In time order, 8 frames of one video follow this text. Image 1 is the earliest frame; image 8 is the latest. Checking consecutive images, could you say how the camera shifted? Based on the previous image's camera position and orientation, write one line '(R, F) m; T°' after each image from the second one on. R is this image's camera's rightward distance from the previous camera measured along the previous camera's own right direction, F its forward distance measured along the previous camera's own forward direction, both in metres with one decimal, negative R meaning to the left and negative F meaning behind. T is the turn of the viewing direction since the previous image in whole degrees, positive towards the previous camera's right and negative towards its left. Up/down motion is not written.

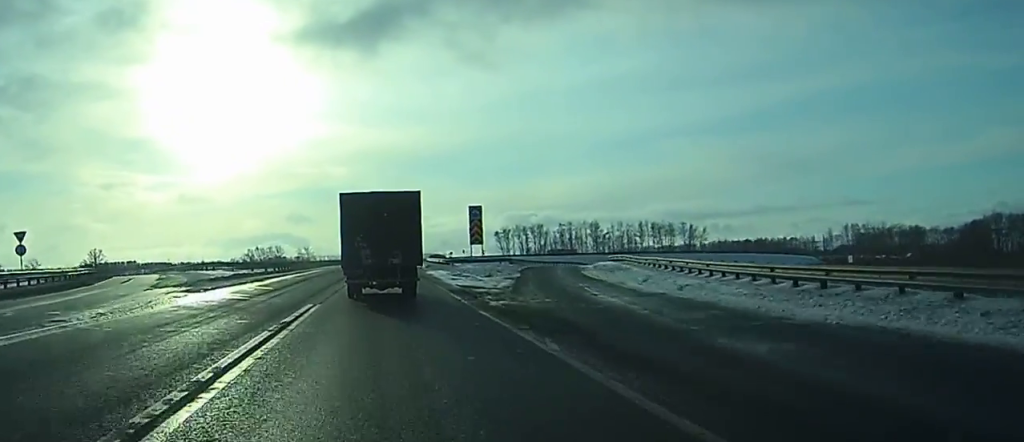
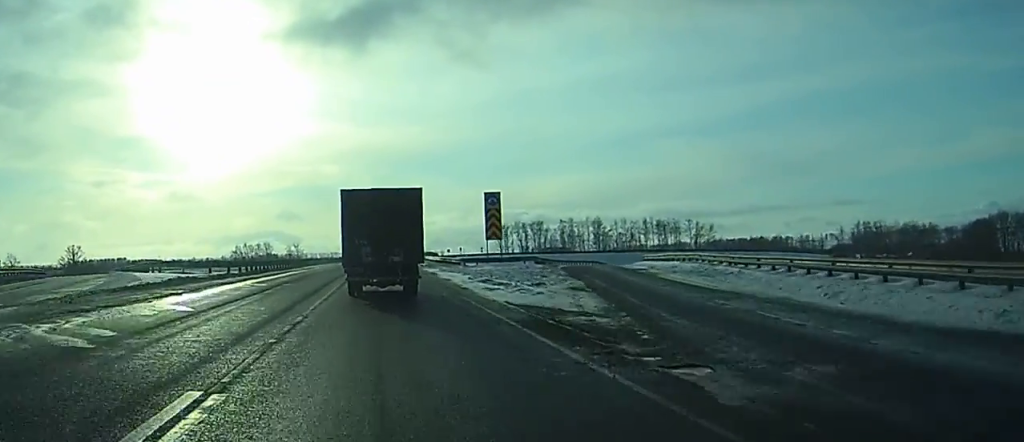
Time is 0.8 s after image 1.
(0.0, +14.1) m; +1°
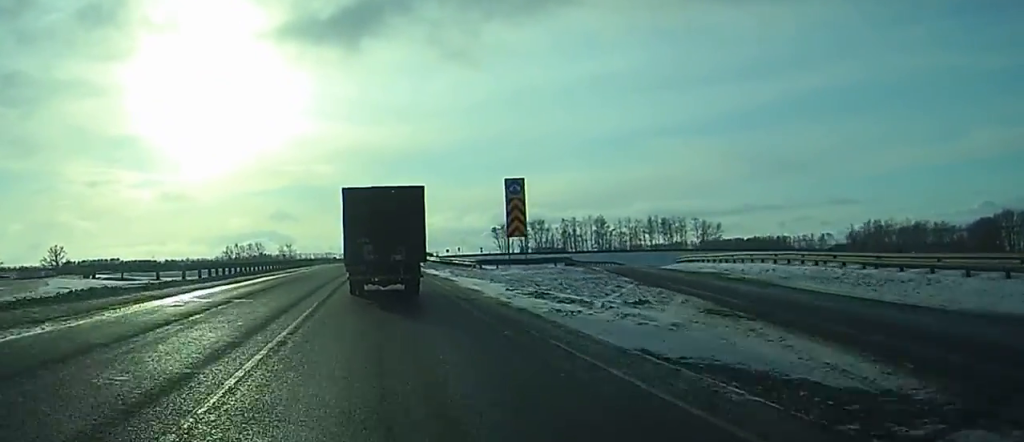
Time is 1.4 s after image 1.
(+0.1, +11.1) m; +1°
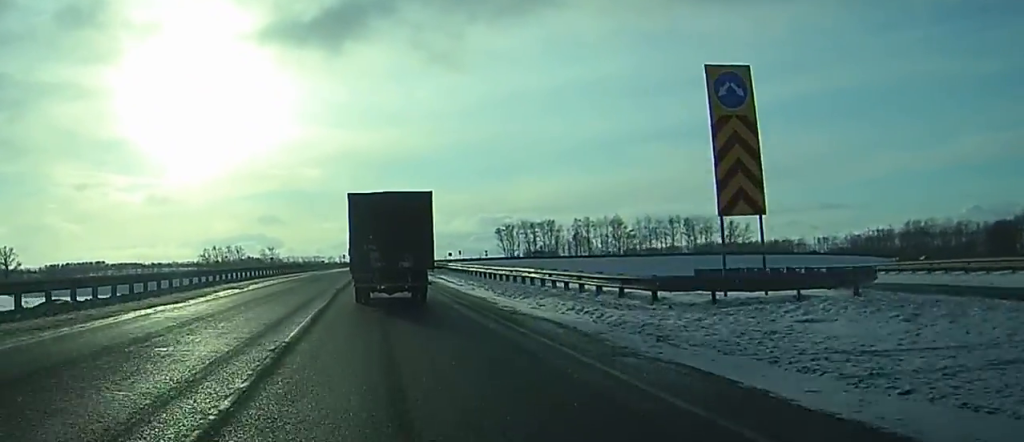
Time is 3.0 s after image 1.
(+0.4, +31.1) m; +1°
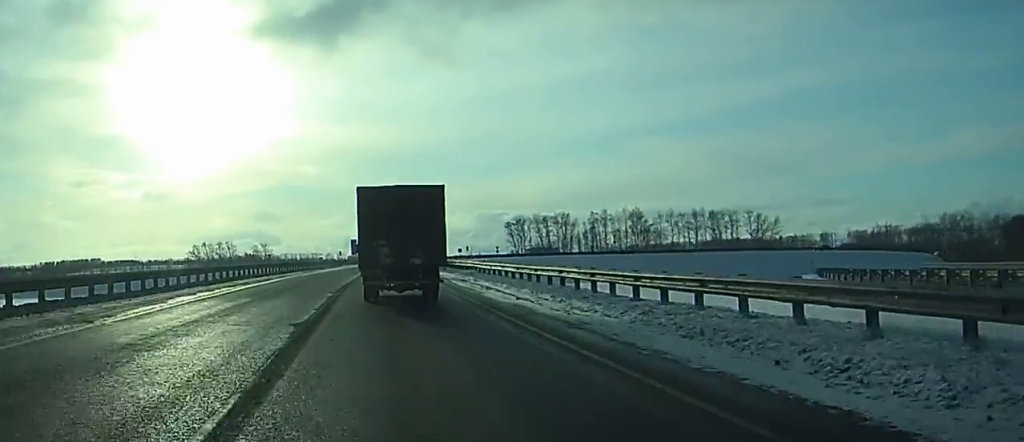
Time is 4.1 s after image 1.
(-0.1, +20.1) m; 0°
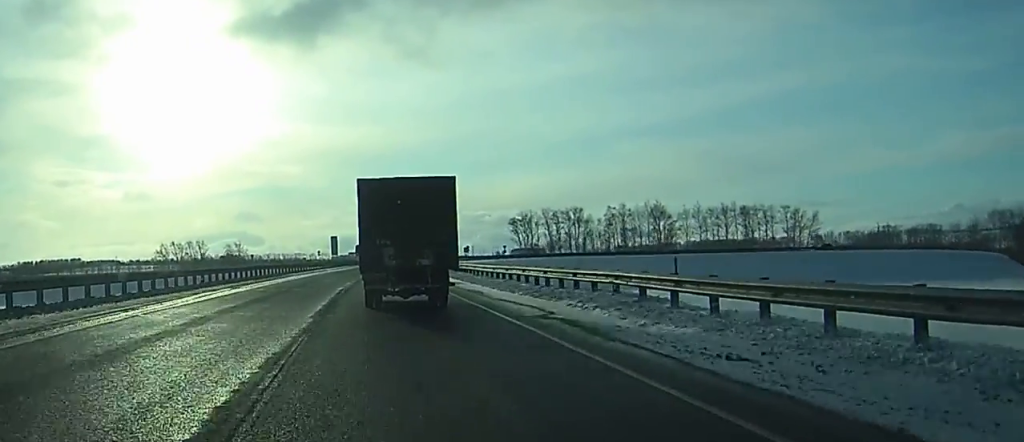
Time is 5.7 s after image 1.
(+0.2, +30.6) m; 0°
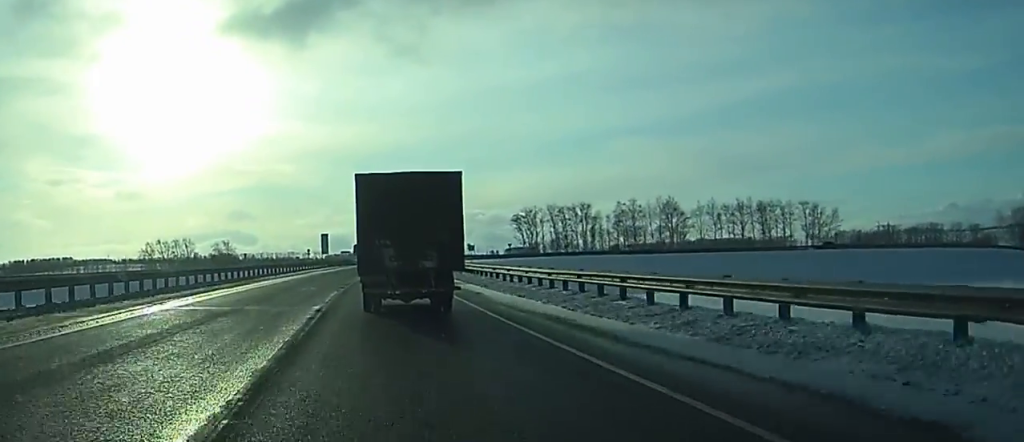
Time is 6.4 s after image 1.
(-0.1, +12.8) m; 0°
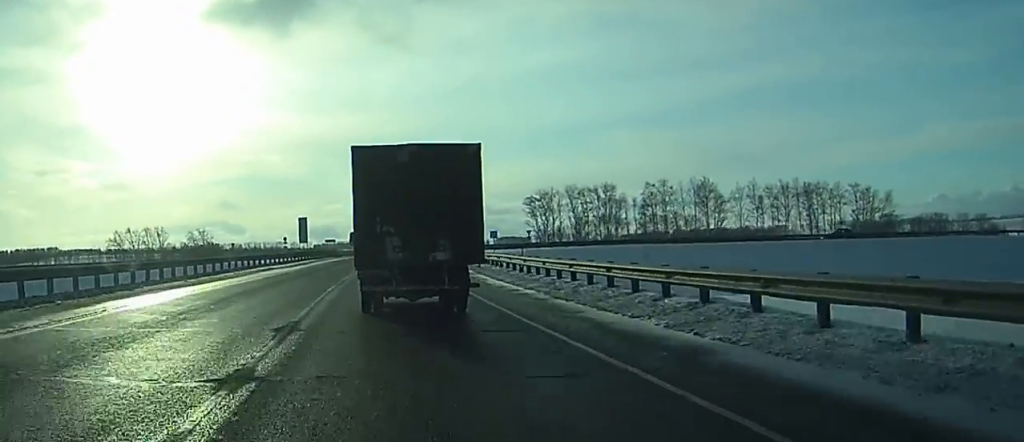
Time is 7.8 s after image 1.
(+0.1, +27.3) m; +1°
